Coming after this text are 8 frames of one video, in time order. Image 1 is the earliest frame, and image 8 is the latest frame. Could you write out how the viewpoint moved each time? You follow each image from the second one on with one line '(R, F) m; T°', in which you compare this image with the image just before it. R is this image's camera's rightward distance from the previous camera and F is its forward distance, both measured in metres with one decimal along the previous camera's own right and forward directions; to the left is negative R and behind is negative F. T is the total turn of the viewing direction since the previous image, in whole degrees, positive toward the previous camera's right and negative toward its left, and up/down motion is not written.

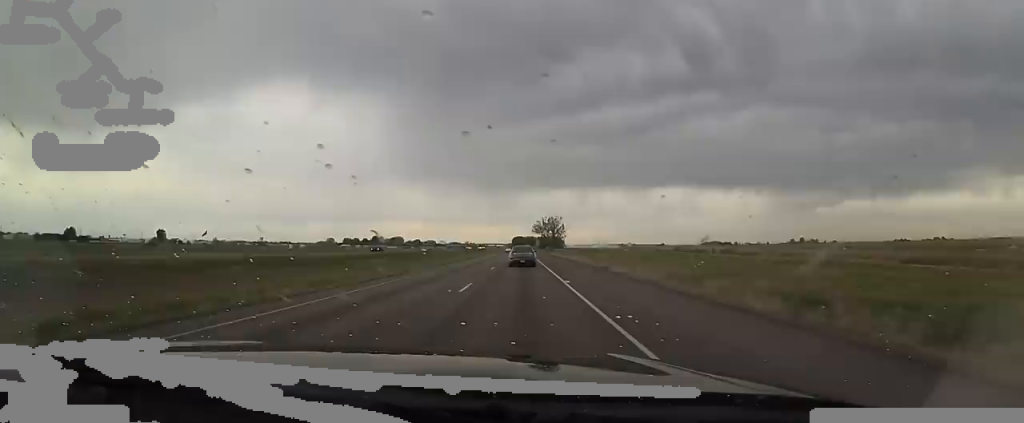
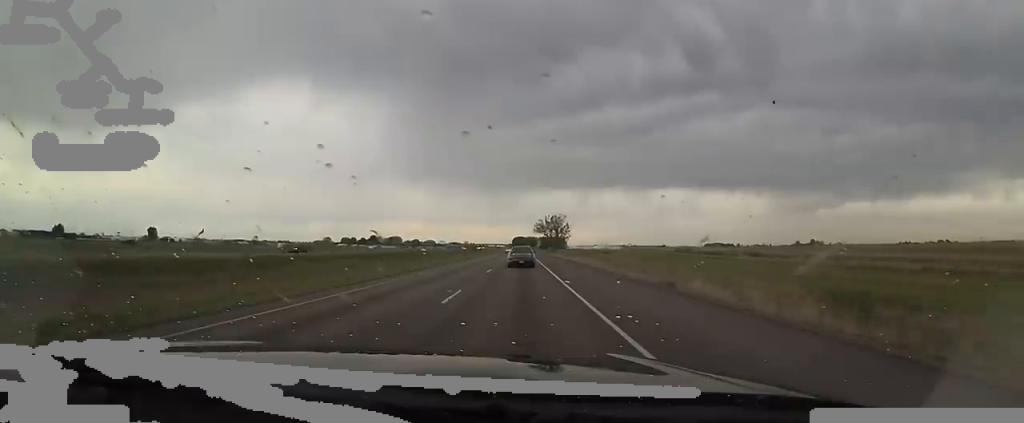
(0.0, +18.4) m; +1°
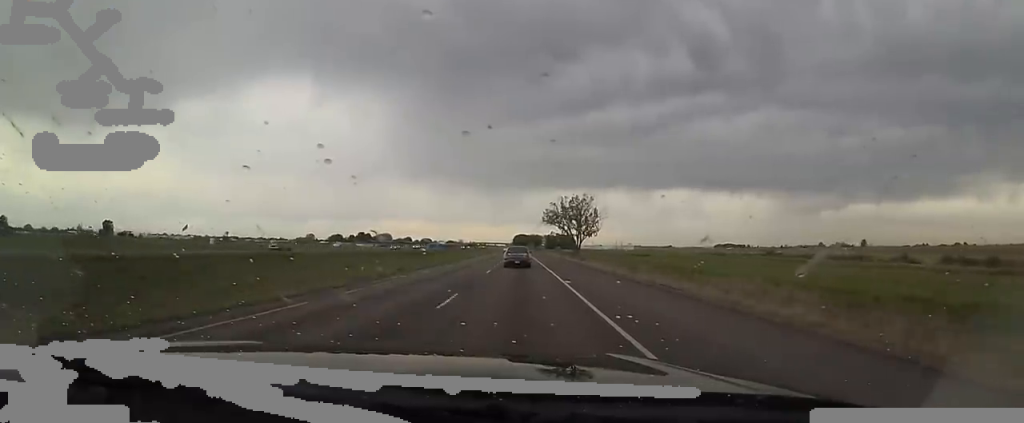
(+0.2, +75.2) m; -2°
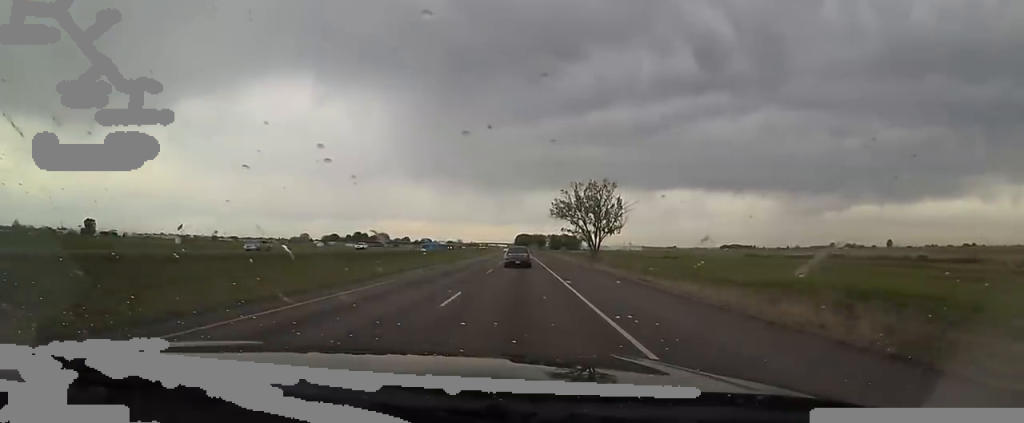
(-0.6, +29.0) m; 0°
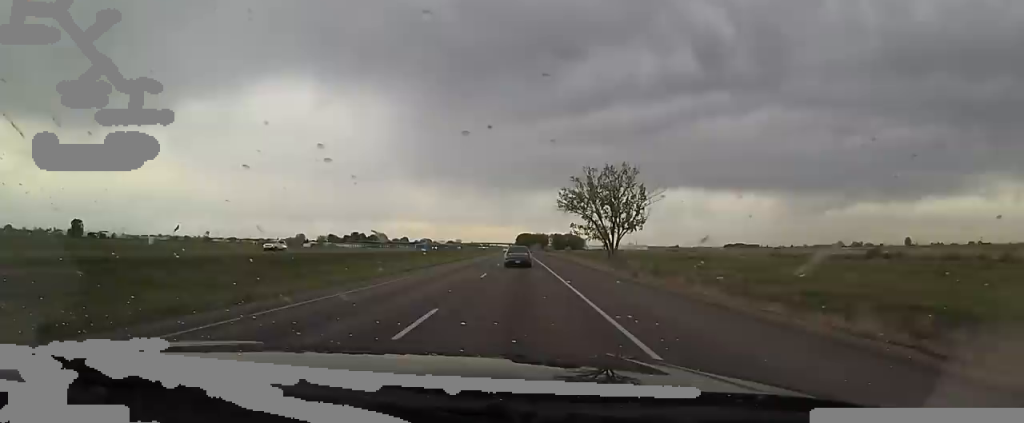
(+0.4, +19.0) m; +1°
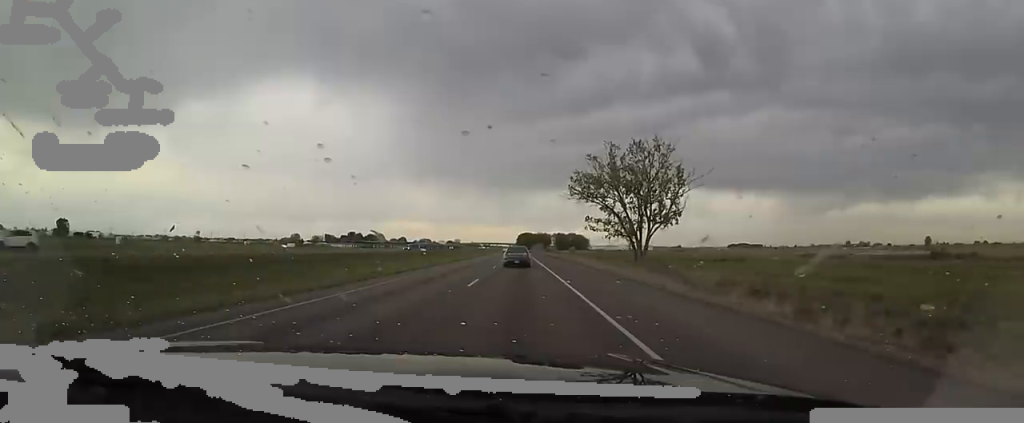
(+0.3, +20.2) m; 0°
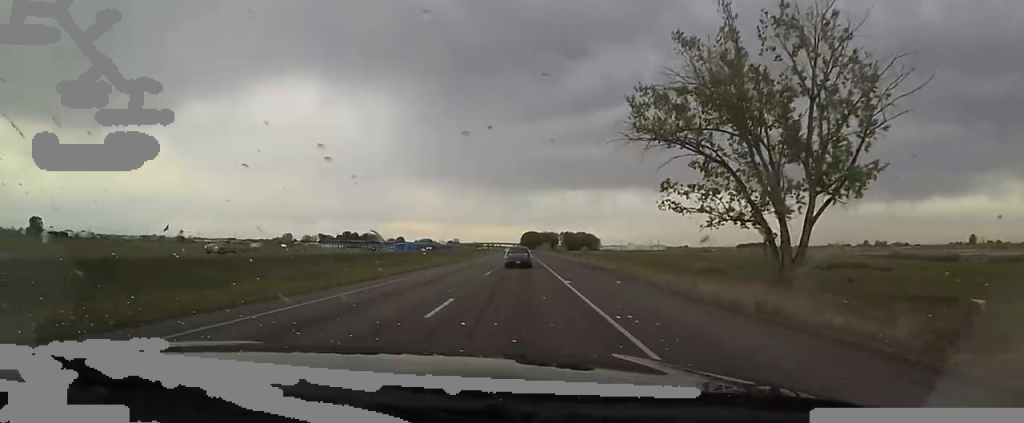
(-0.6, +39.2) m; -2°
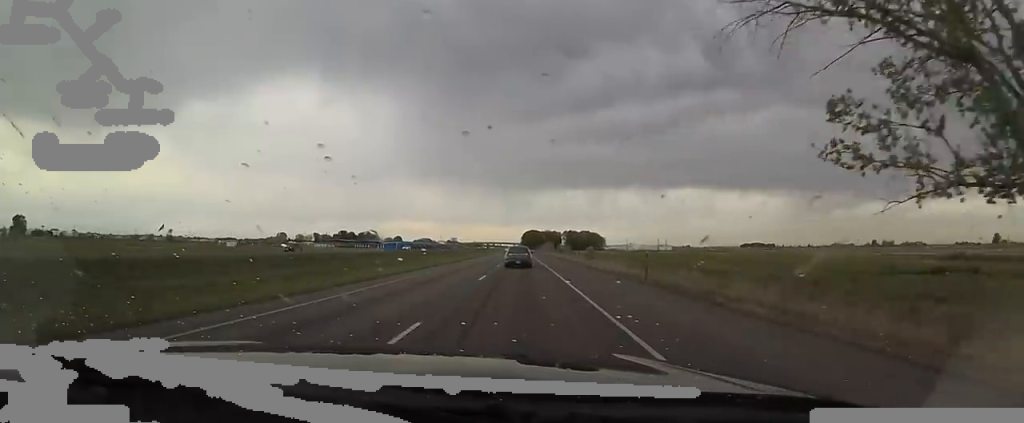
(-0.3, +19.8) m; -1°
